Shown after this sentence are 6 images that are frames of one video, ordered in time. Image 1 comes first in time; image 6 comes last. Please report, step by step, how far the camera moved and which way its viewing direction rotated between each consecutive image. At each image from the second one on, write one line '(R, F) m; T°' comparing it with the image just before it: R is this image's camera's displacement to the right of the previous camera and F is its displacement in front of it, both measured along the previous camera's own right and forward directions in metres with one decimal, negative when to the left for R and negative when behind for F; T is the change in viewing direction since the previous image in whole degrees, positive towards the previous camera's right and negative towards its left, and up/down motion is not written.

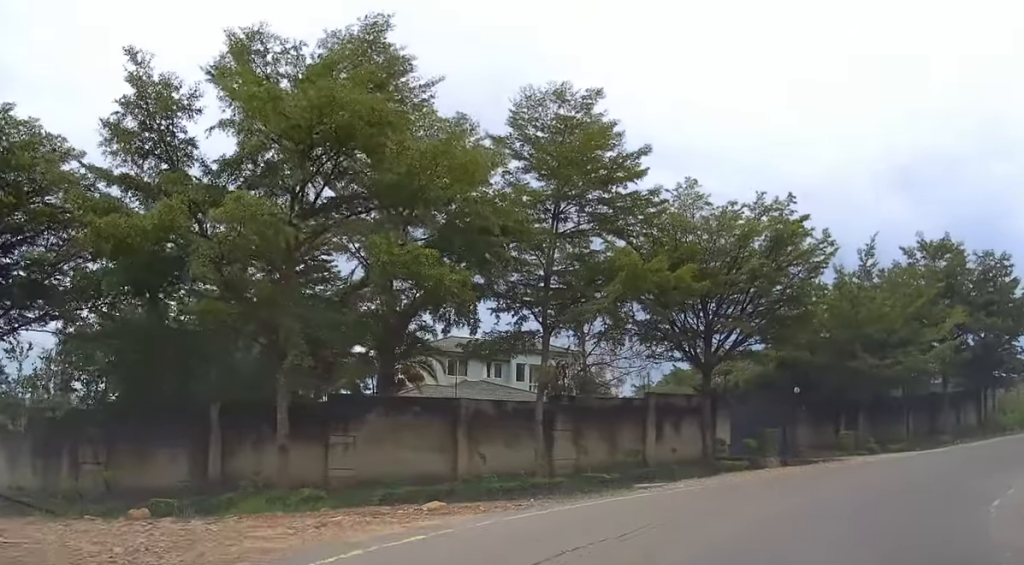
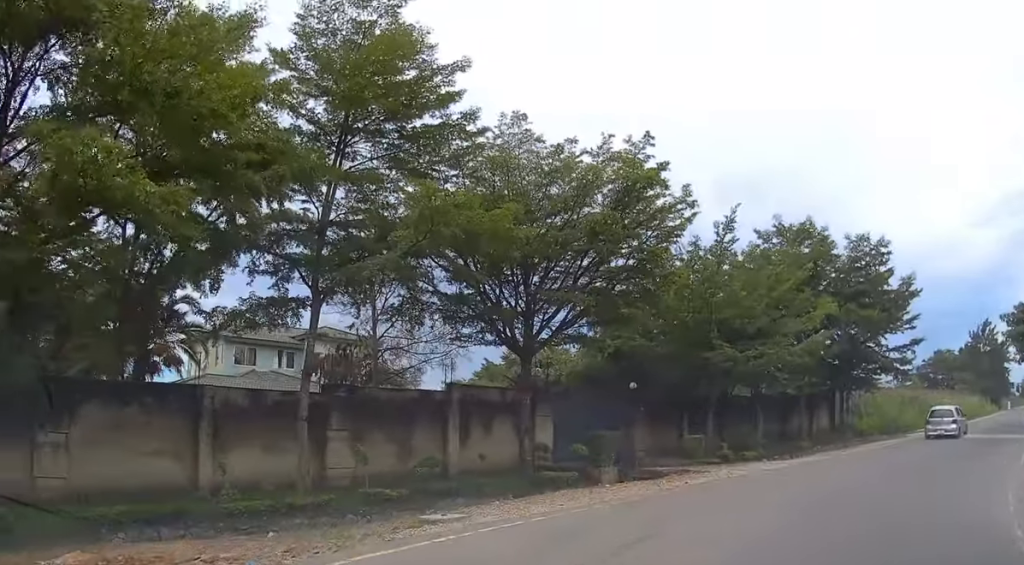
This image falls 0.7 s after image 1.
(+0.1, +5.2) m; +11°
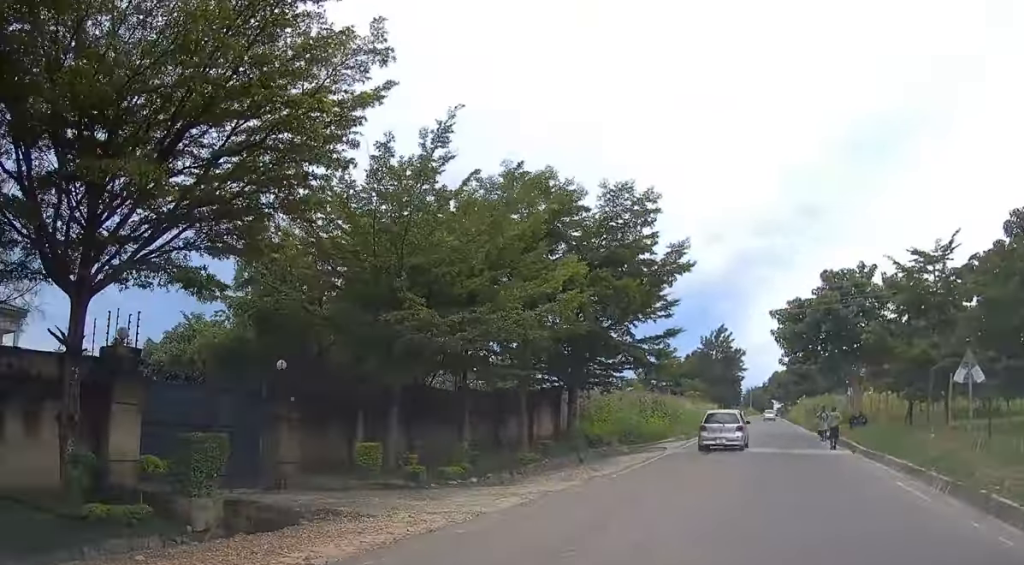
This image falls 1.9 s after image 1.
(+1.7, +8.2) m; +25°
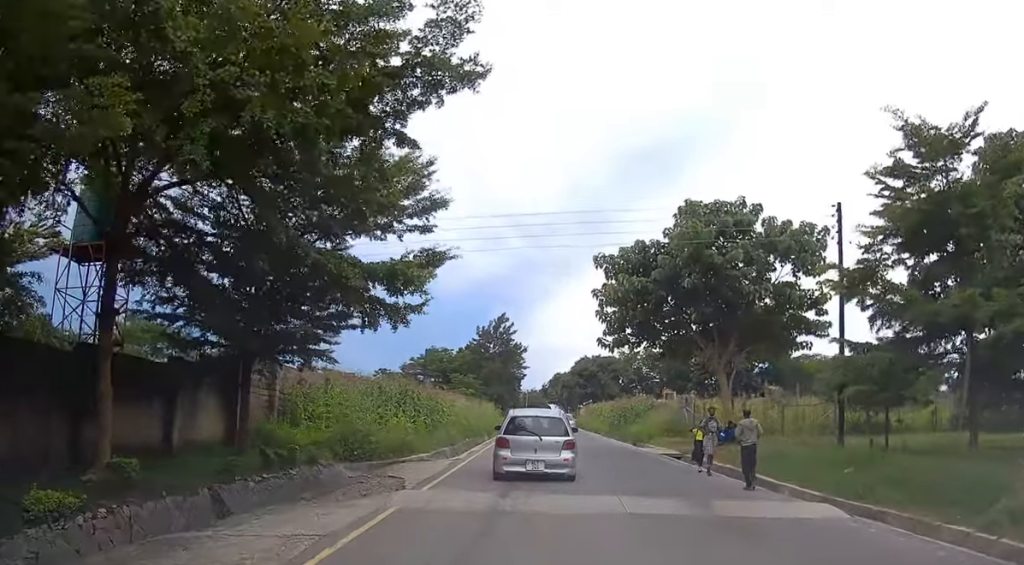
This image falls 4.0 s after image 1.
(+3.4, +14.6) m; +21°
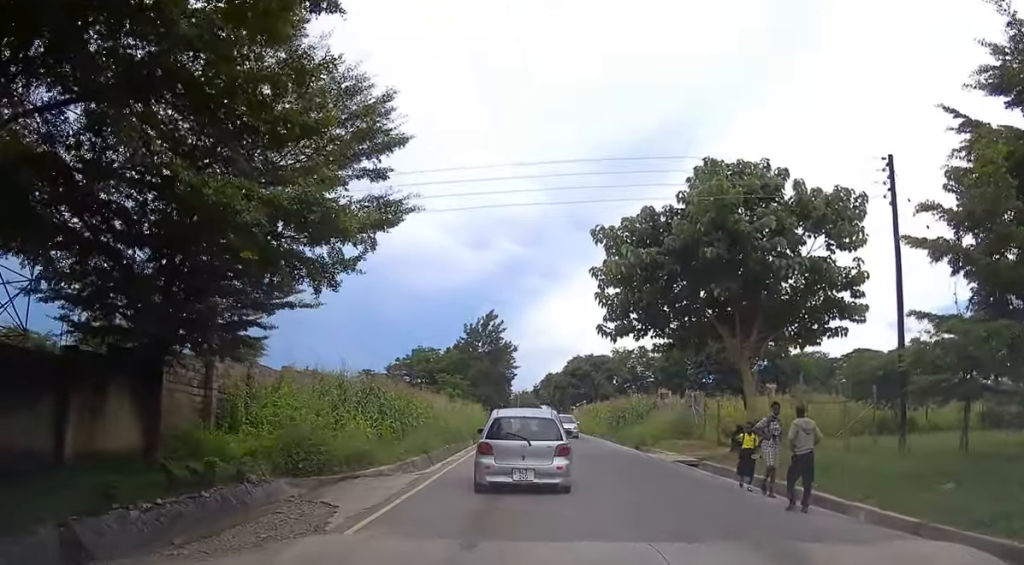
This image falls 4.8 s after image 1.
(+0.3, +4.4) m; +2°
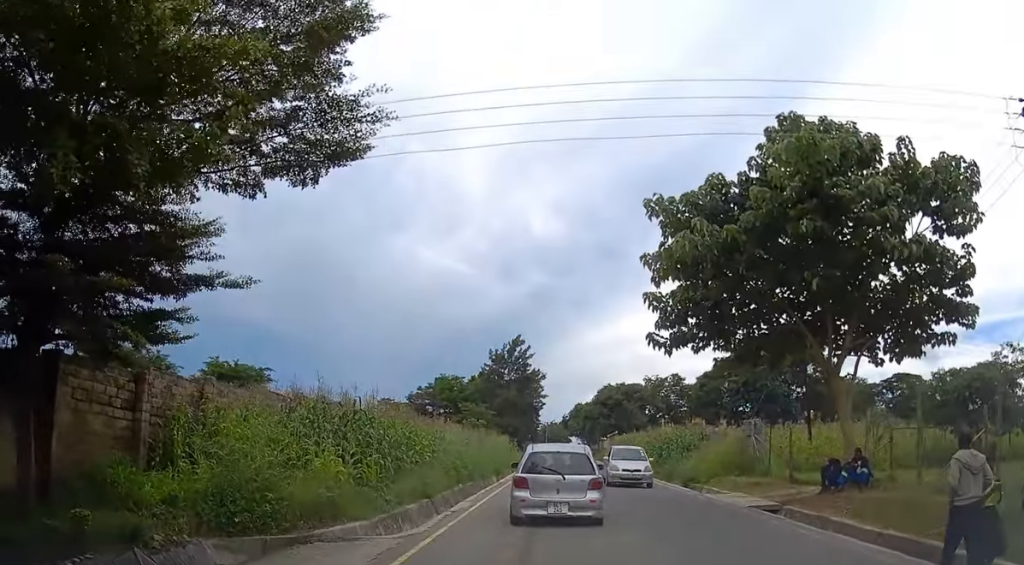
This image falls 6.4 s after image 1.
(0.0, +6.4) m; -1°
